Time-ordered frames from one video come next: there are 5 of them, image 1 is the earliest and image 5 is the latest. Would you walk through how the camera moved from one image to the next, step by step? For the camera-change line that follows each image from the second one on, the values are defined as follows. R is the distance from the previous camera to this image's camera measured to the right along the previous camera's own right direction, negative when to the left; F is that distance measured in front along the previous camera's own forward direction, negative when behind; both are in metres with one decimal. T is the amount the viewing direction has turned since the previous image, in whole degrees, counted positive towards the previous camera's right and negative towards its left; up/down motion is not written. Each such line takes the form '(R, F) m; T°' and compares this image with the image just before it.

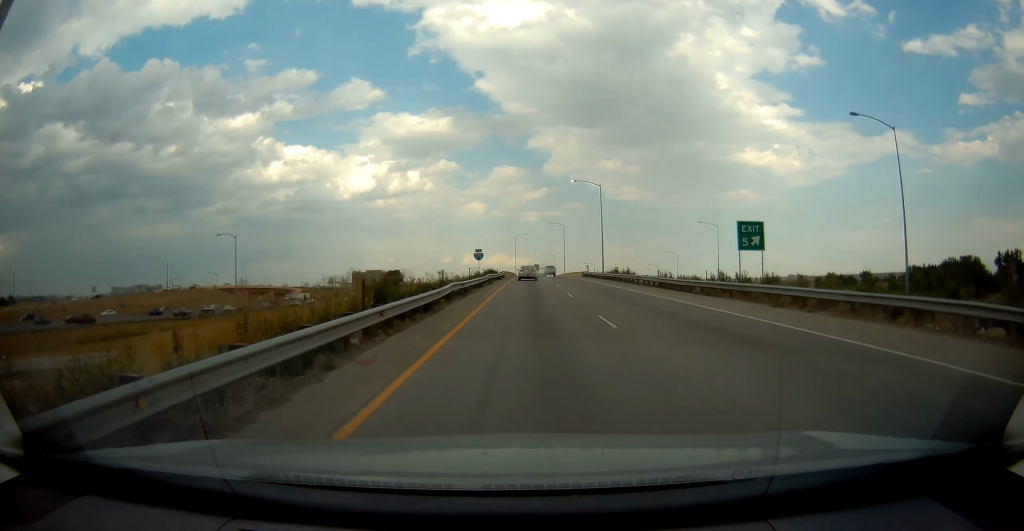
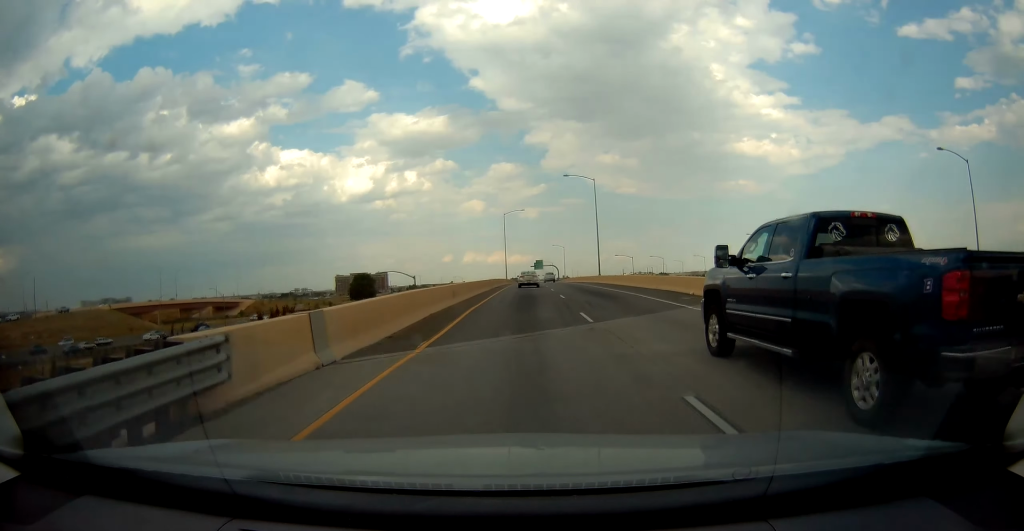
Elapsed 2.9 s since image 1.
(-0.7, +70.9) m; 0°
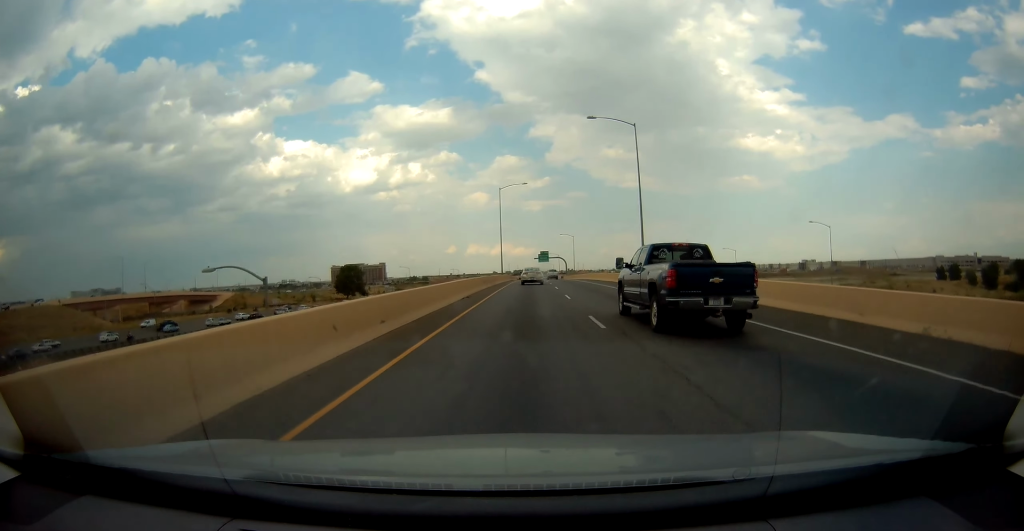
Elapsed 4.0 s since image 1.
(+0.2, +26.4) m; 0°
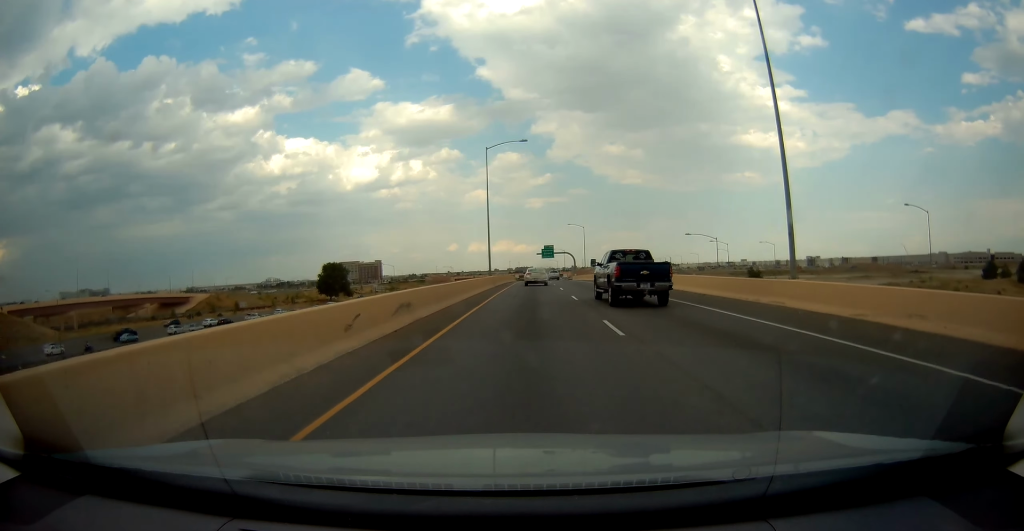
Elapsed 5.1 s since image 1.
(-0.3, +26.0) m; -1°
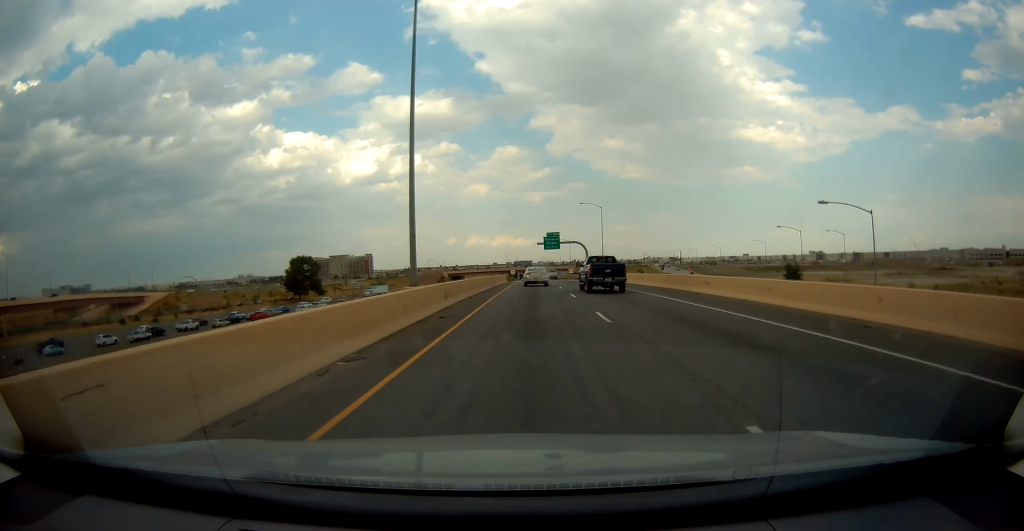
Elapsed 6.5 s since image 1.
(+0.1, +33.7) m; 0°
